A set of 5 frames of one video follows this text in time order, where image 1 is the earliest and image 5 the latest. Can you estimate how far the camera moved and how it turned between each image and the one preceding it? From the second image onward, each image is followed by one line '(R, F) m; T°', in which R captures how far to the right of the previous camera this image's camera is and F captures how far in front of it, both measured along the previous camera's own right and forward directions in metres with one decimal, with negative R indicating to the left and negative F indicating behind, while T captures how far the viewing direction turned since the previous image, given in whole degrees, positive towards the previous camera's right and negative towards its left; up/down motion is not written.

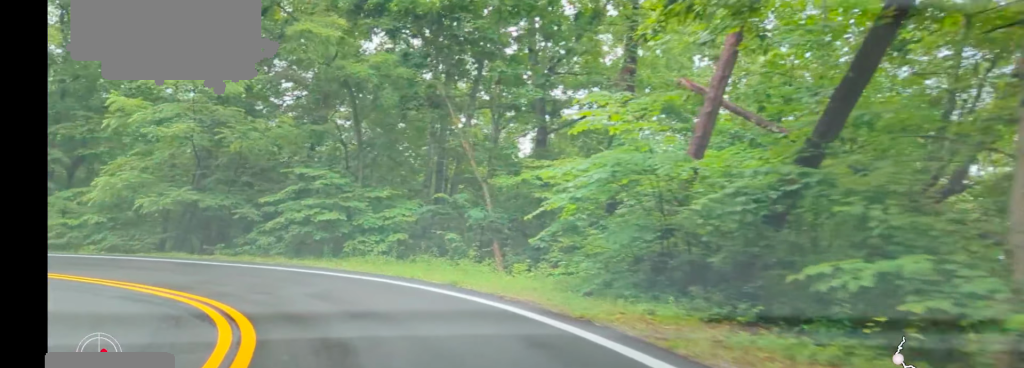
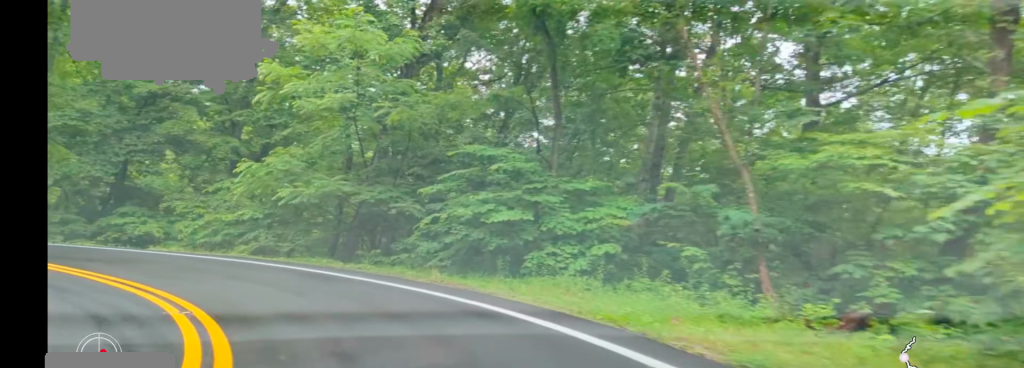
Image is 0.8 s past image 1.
(-1.3, +7.0) m; -17°
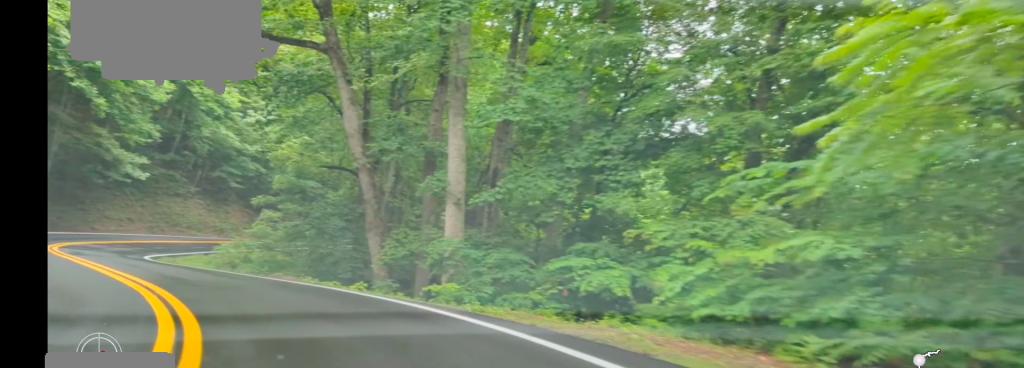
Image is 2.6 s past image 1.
(-5.0, +13.9) m; -40°
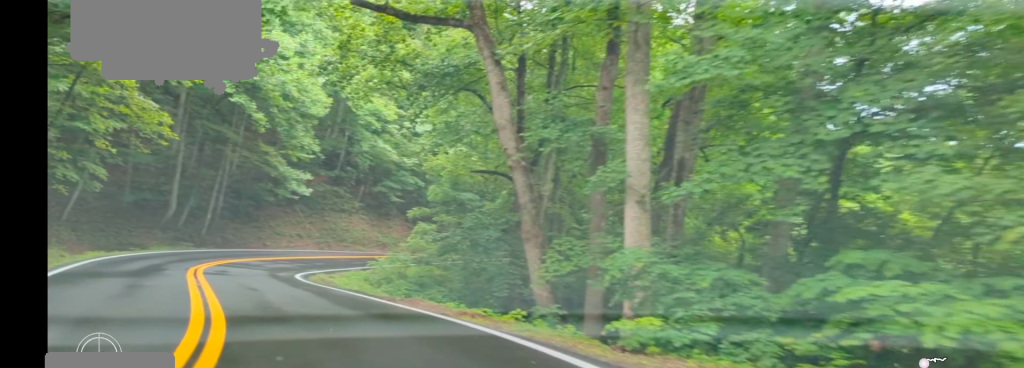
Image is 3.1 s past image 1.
(-0.5, +5.1) m; -13°
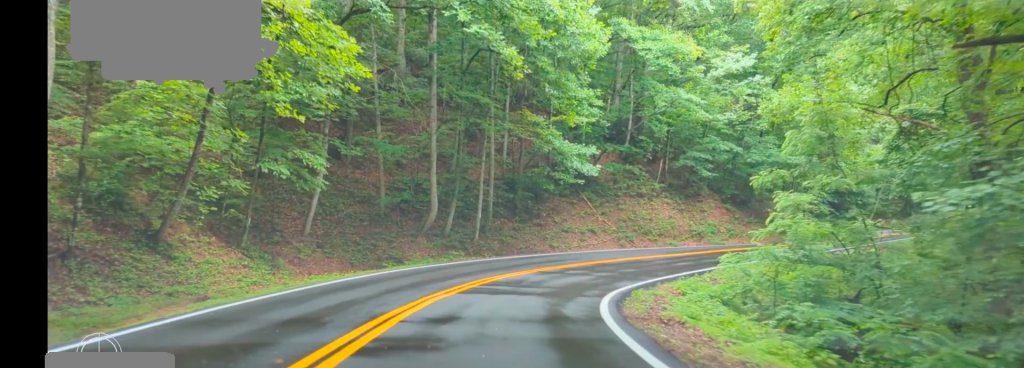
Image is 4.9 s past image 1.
(-4.0, +15.1) m; -20°
